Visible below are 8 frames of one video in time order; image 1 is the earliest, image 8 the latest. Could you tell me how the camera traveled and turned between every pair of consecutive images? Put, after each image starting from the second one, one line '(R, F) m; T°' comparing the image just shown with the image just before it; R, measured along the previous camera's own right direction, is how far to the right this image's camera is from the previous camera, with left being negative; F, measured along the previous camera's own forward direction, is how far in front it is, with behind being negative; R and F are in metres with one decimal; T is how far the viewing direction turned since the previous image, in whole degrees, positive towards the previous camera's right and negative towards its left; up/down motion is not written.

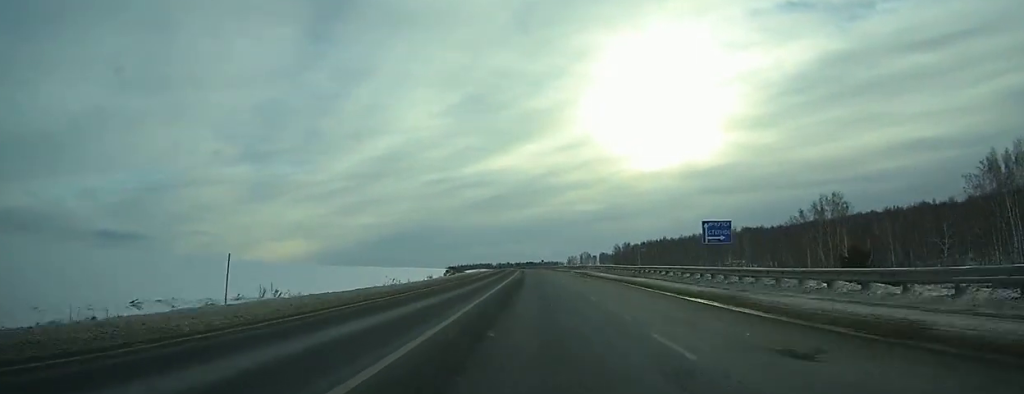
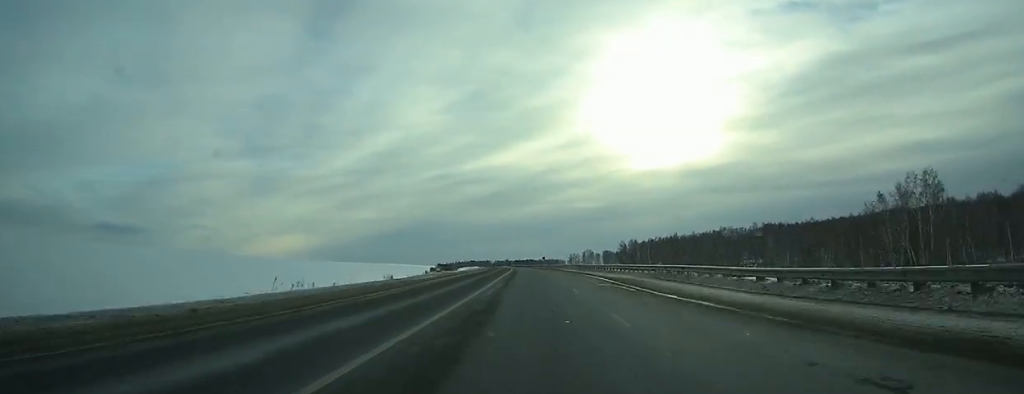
(0.0, +32.6) m; 0°
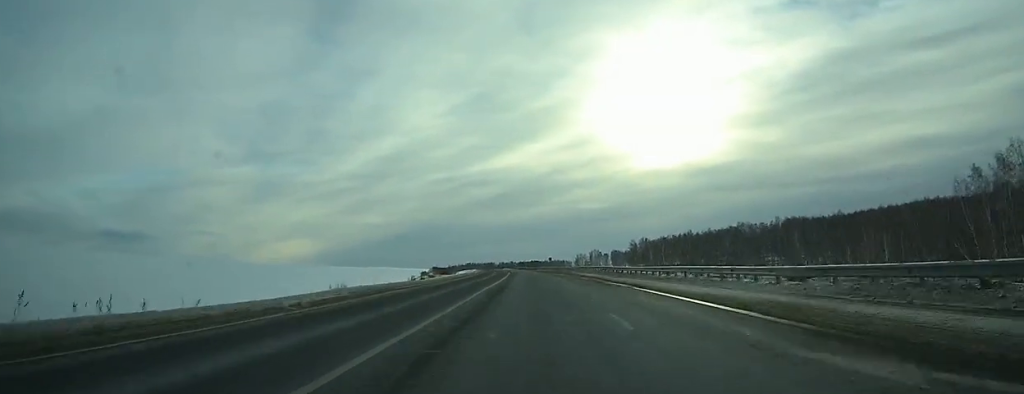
(+0.1, +24.4) m; 0°
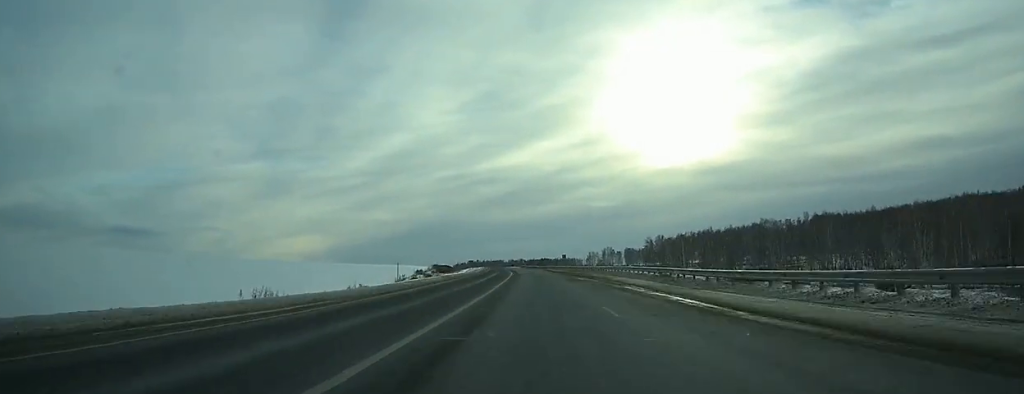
(-0.1, +21.2) m; 0°
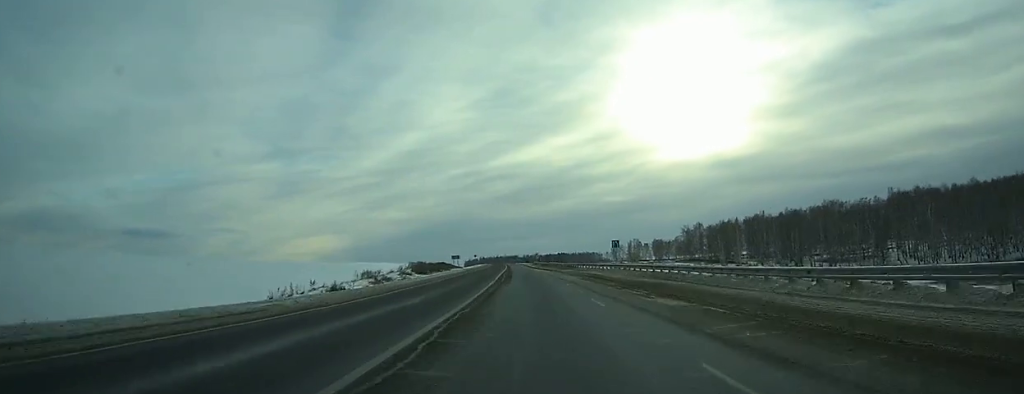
(-0.8, +59.1) m; -2°
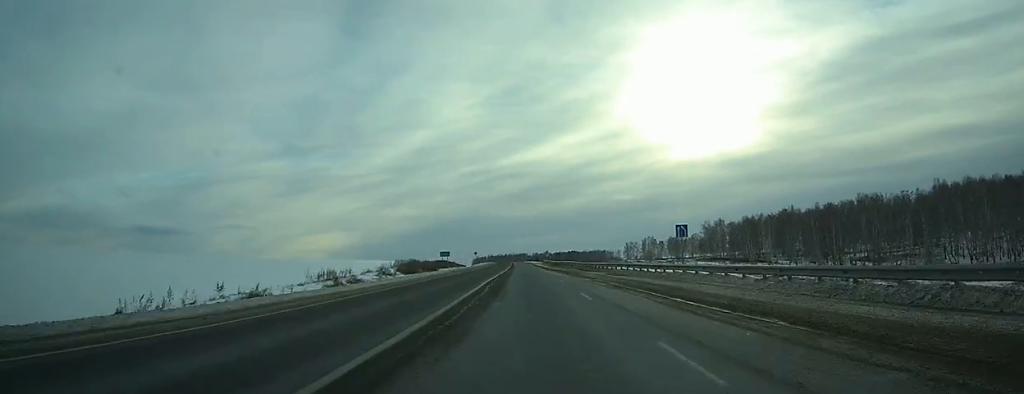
(+0.1, +23.2) m; -1°
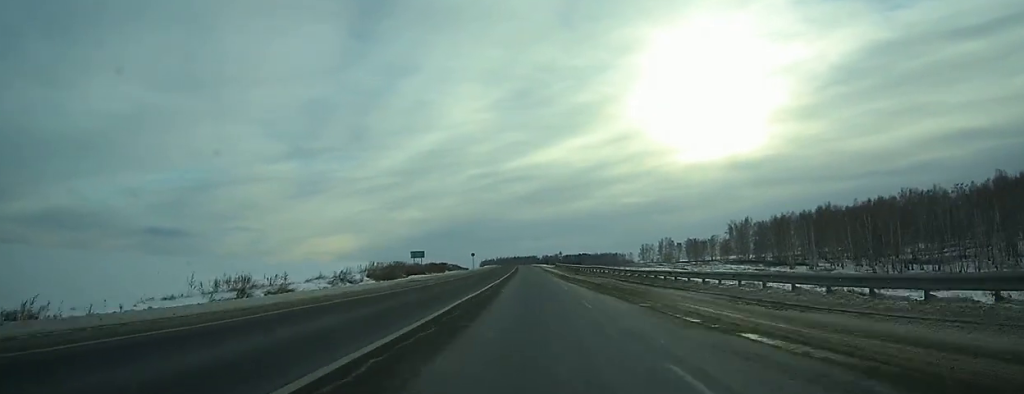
(-0.4, +27.0) m; -1°
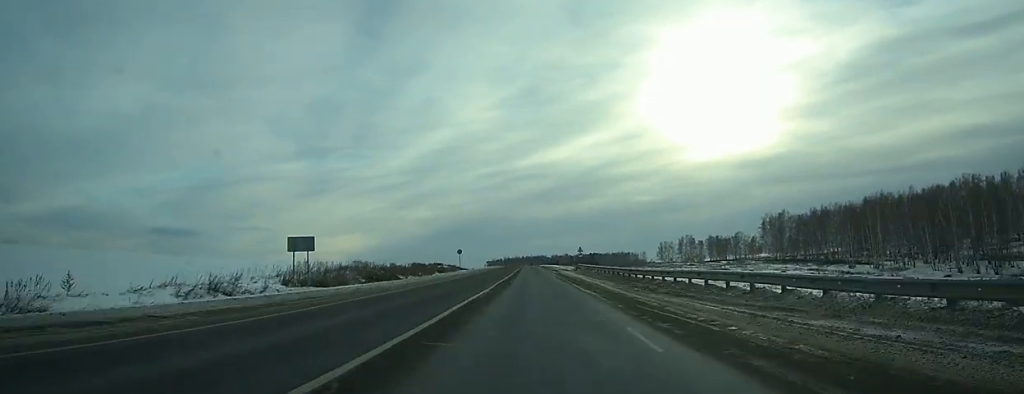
(-0.3, +33.7) m; -1°
